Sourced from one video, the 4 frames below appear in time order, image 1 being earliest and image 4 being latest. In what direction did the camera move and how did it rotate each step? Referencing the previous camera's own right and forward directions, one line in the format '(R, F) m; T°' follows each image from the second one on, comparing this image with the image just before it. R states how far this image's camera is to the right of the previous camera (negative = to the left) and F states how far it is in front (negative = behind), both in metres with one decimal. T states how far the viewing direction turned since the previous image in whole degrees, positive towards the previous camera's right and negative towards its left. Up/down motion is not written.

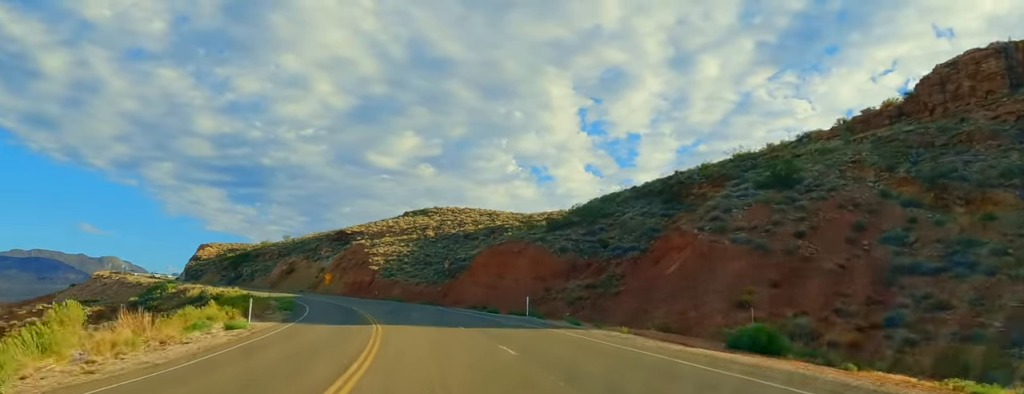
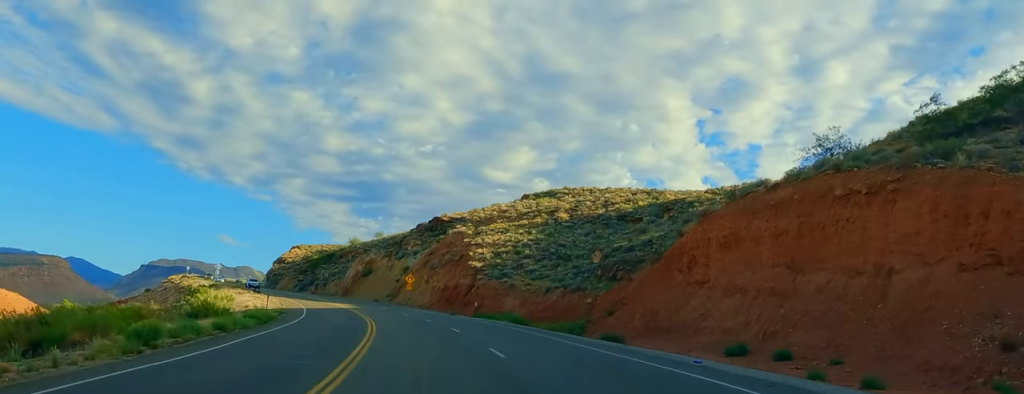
(-4.0, +47.3) m; -9°
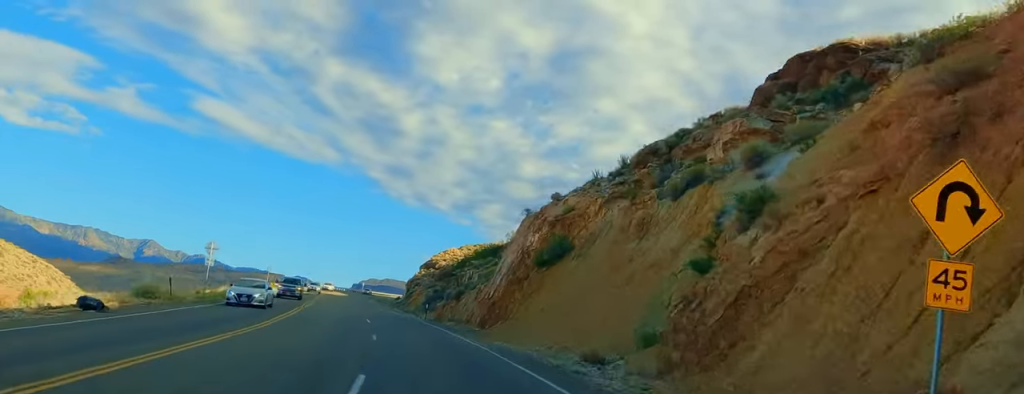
(-10.3, +79.8) m; -14°
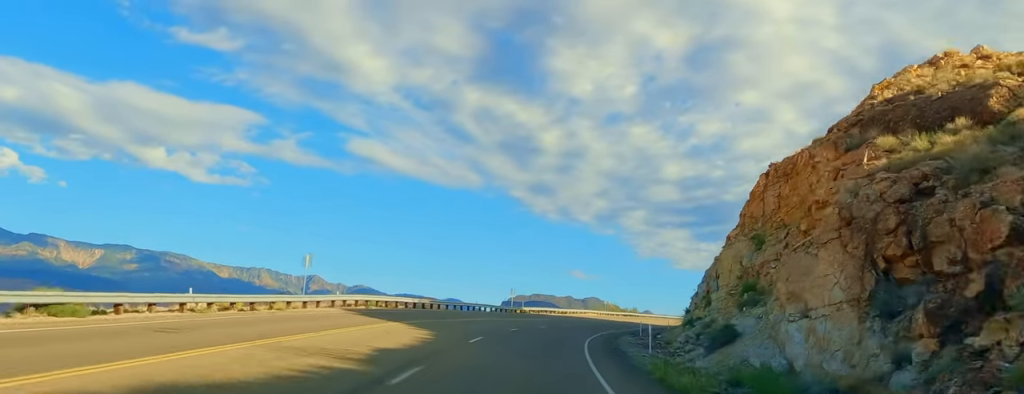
(-4.0, +115.2) m; +3°
